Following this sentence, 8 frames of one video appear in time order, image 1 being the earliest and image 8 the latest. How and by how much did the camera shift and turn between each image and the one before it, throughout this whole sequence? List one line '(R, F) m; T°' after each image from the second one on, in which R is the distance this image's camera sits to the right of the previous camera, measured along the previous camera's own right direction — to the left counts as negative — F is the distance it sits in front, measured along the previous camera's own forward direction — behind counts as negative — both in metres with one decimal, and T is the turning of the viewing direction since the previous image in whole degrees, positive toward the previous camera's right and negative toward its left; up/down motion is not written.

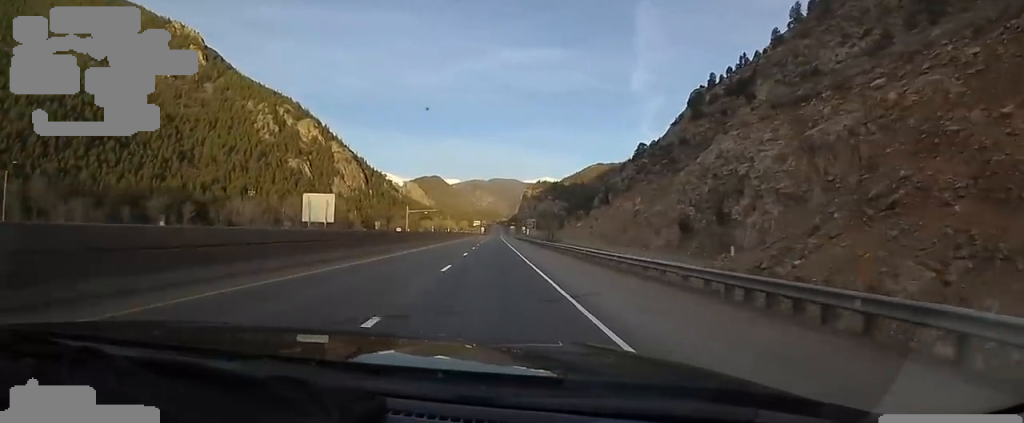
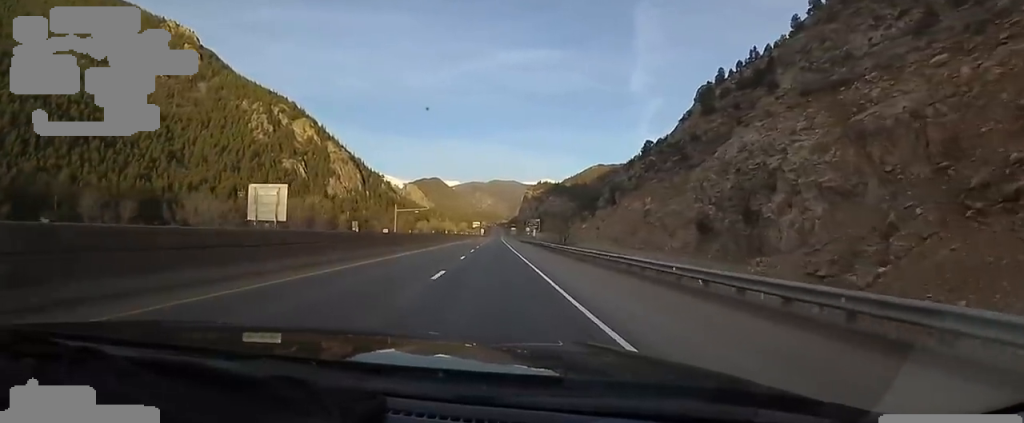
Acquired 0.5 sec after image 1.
(+0.1, +14.7) m; -1°
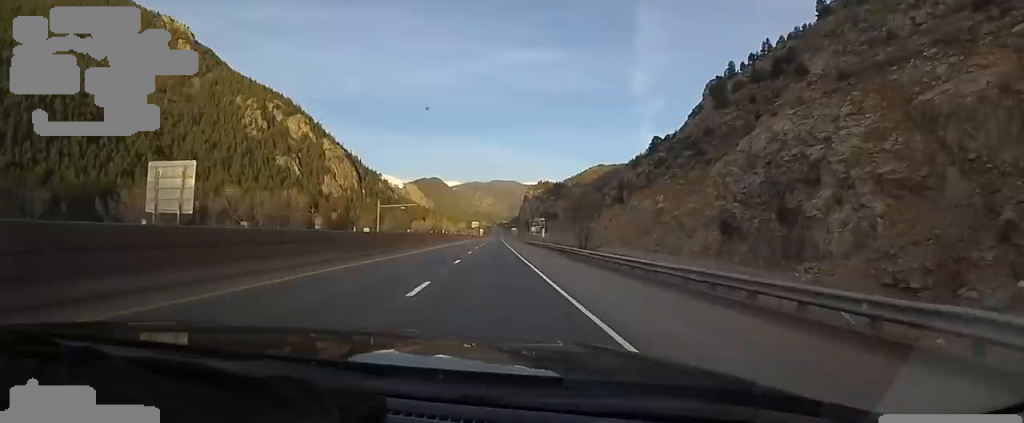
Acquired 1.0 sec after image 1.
(-0.1, +15.7) m; -1°
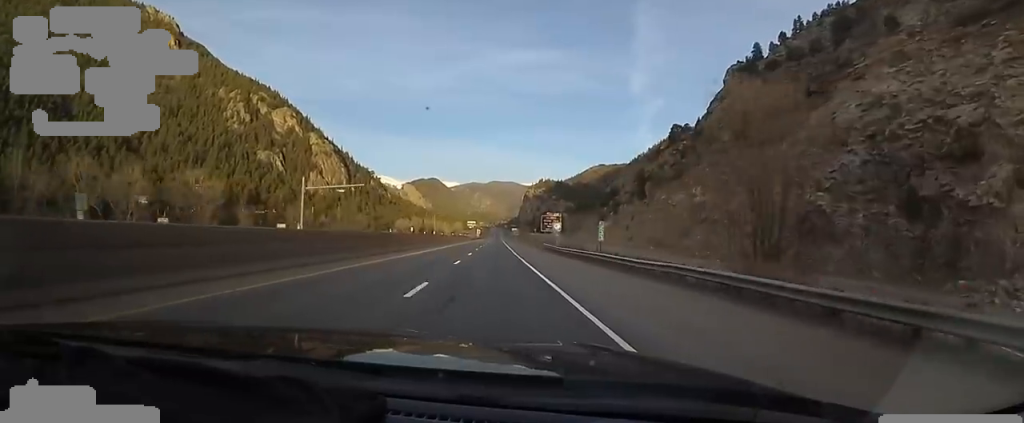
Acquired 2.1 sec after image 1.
(-0.7, +36.6) m; +1°
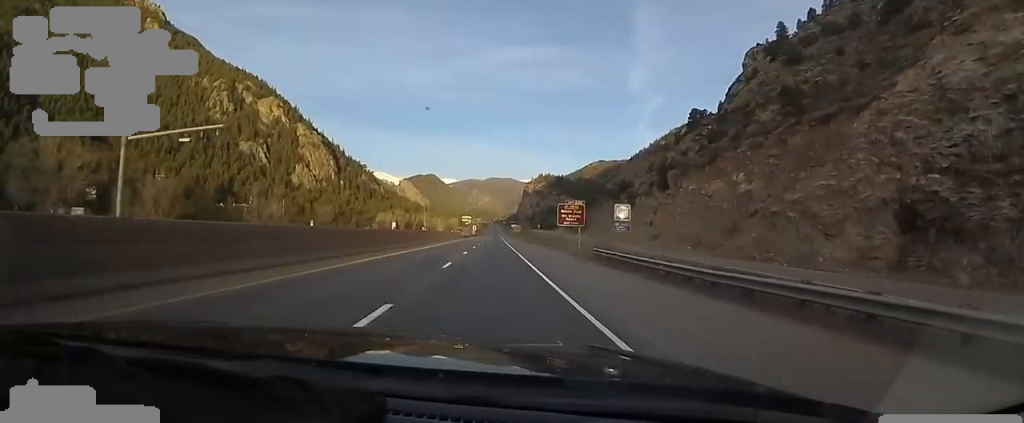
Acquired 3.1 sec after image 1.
(+0.8, +29.0) m; +1°
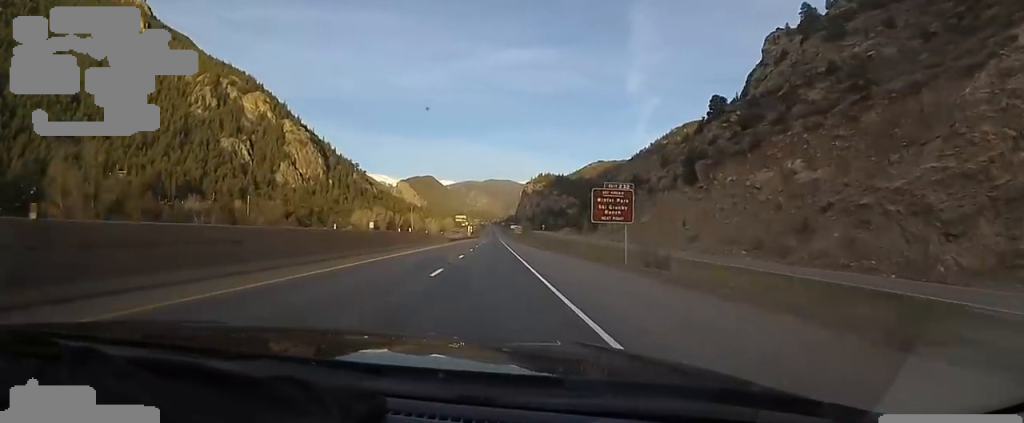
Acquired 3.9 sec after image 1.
(-0.1, +26.8) m; 0°
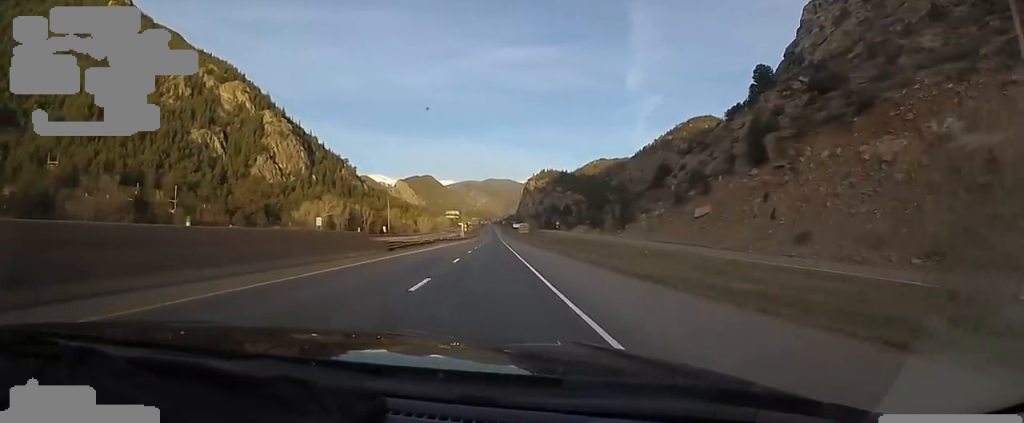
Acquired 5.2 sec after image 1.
(-0.8, +40.6) m; -2°
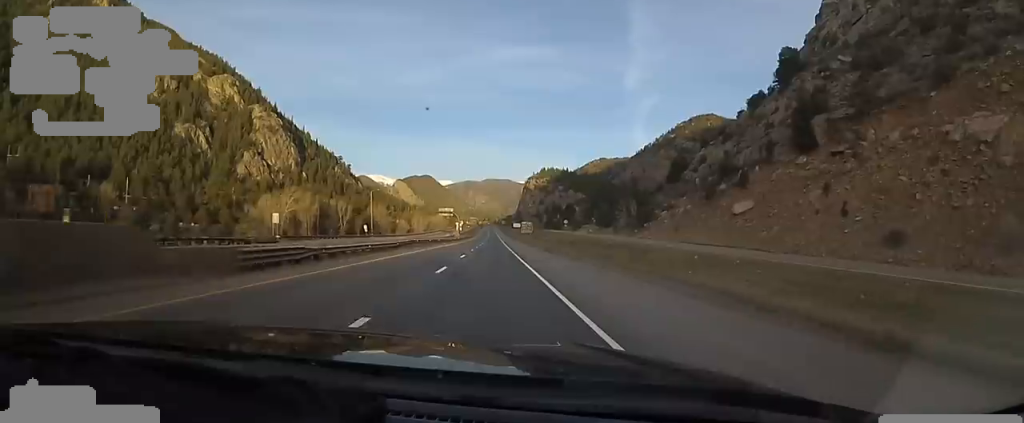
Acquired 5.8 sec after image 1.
(-0.7, +18.8) m; 0°
